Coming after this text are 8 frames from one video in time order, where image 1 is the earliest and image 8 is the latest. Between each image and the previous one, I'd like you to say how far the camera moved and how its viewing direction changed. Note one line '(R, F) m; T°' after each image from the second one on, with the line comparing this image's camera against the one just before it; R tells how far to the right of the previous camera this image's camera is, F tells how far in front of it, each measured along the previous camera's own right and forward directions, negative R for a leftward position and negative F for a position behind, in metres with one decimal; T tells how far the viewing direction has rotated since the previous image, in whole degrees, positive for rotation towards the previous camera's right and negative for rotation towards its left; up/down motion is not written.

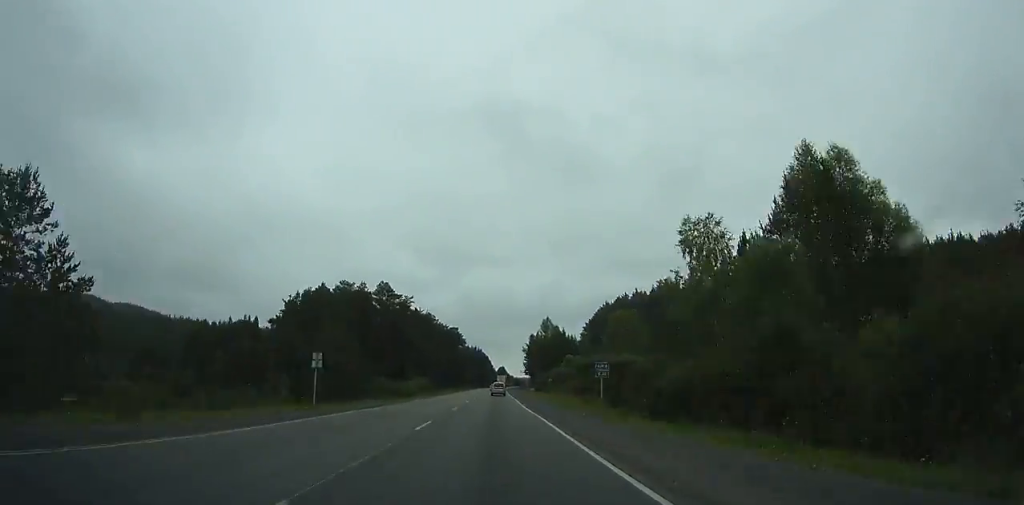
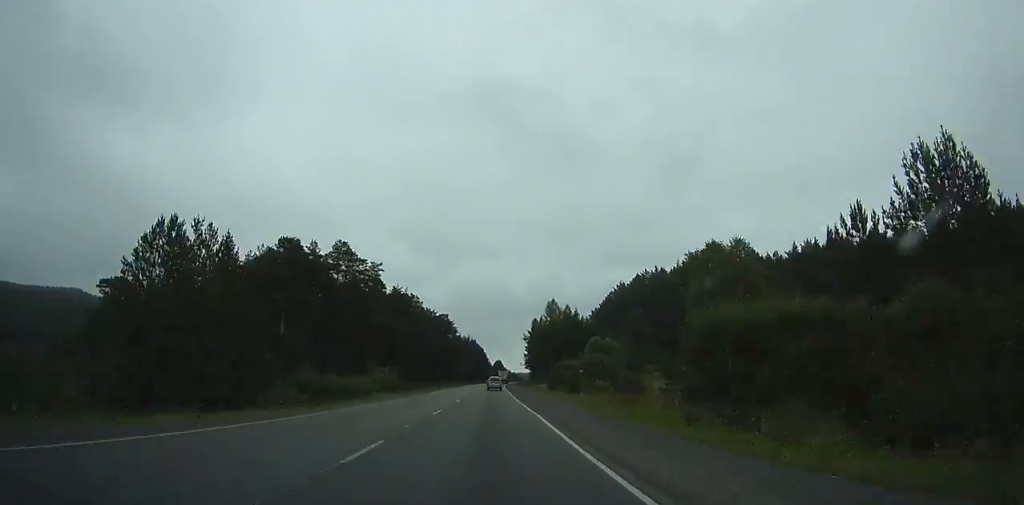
(0.0, +31.8) m; 0°
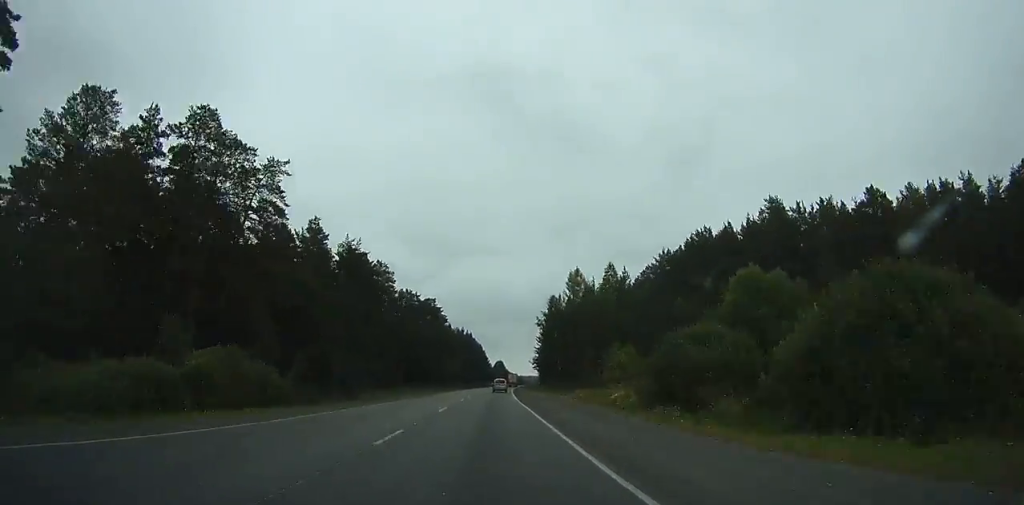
(+0.3, +46.7) m; 0°
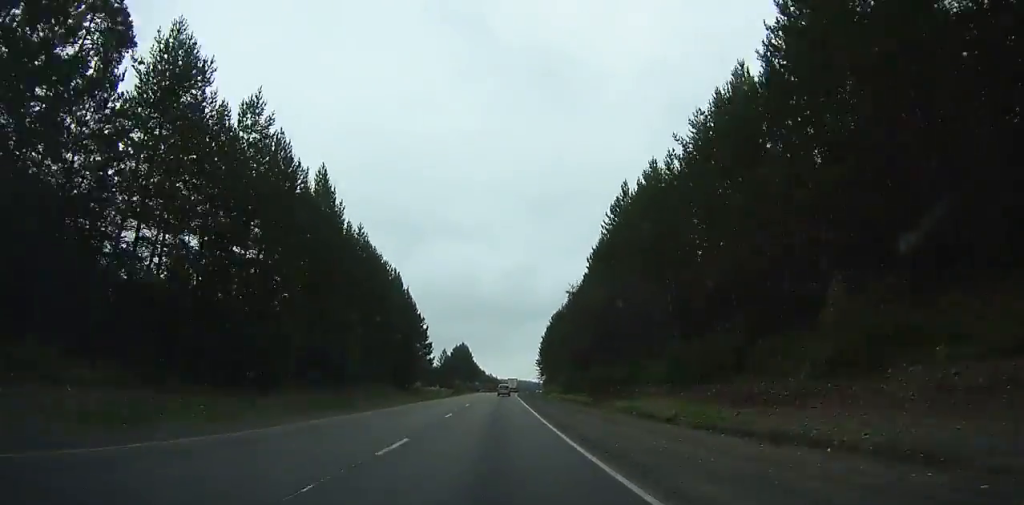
(+2.8, +145.7) m; +3°
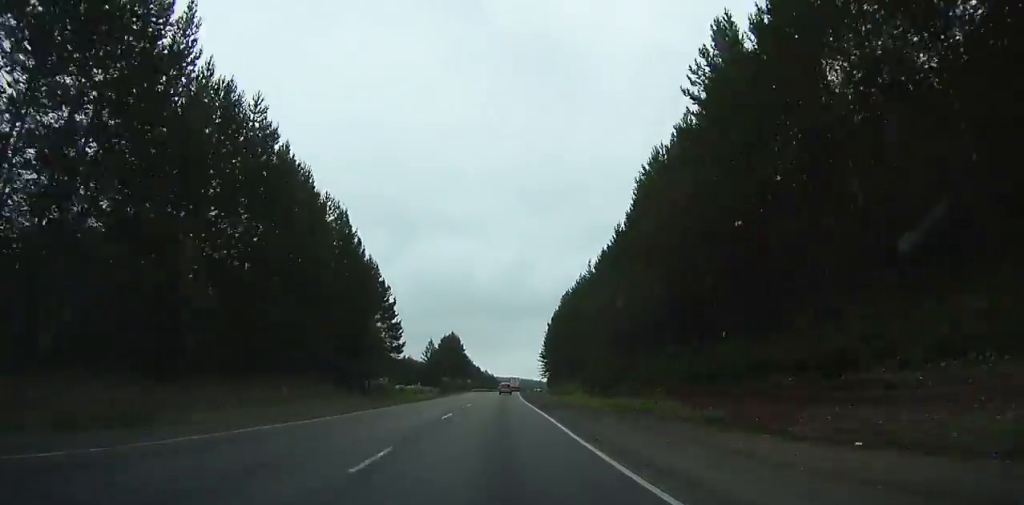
(+0.2, +27.9) m; 0°
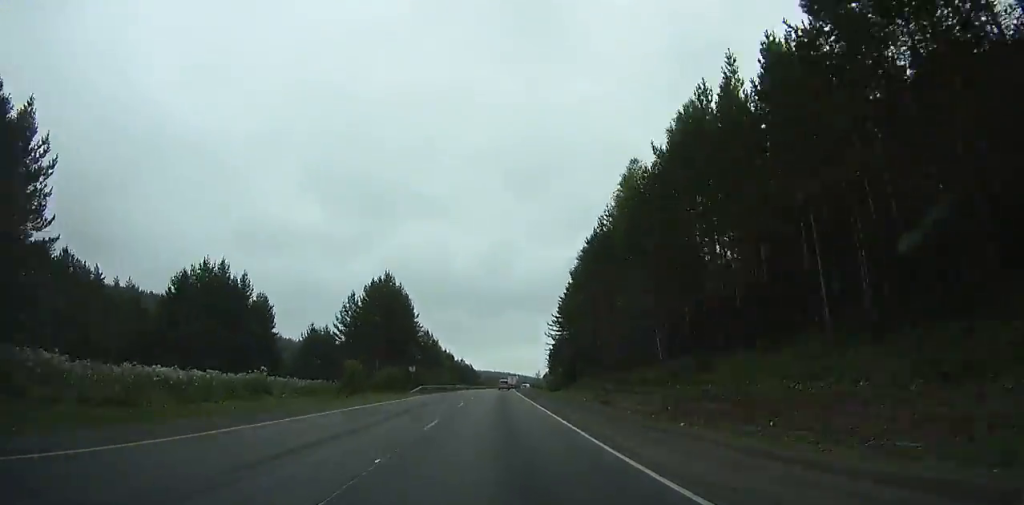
(+0.5, +69.9) m; +1°
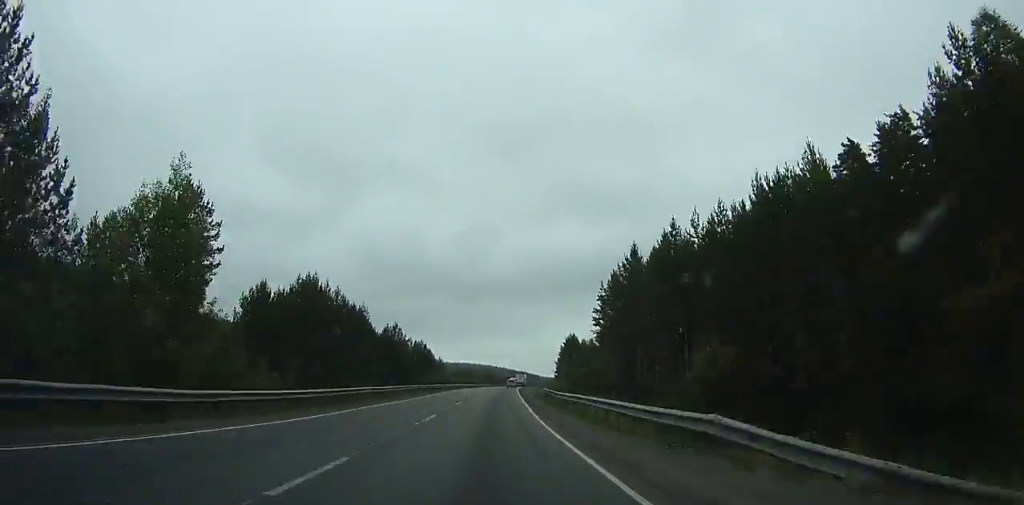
(+2.3, +107.9) m; +2°
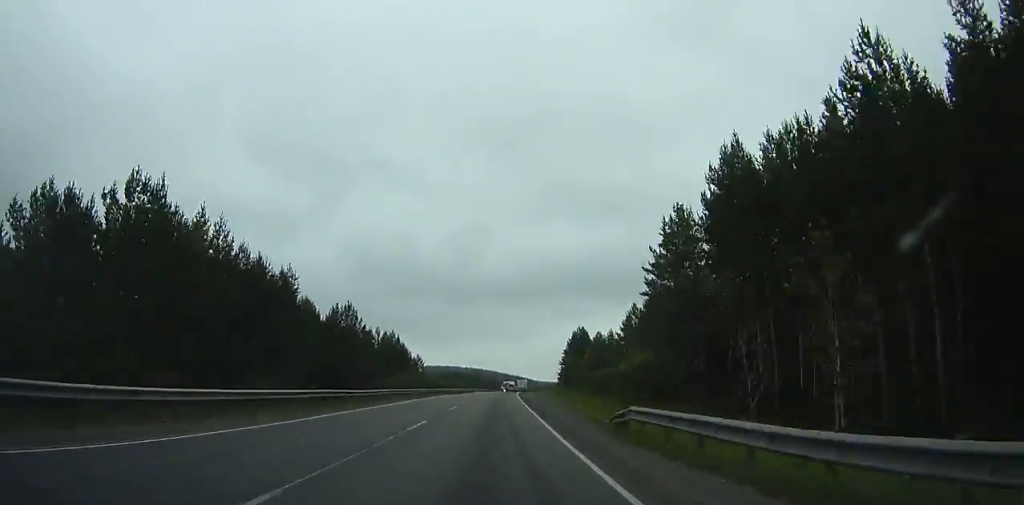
(+0.2, +27.6) m; +1°
